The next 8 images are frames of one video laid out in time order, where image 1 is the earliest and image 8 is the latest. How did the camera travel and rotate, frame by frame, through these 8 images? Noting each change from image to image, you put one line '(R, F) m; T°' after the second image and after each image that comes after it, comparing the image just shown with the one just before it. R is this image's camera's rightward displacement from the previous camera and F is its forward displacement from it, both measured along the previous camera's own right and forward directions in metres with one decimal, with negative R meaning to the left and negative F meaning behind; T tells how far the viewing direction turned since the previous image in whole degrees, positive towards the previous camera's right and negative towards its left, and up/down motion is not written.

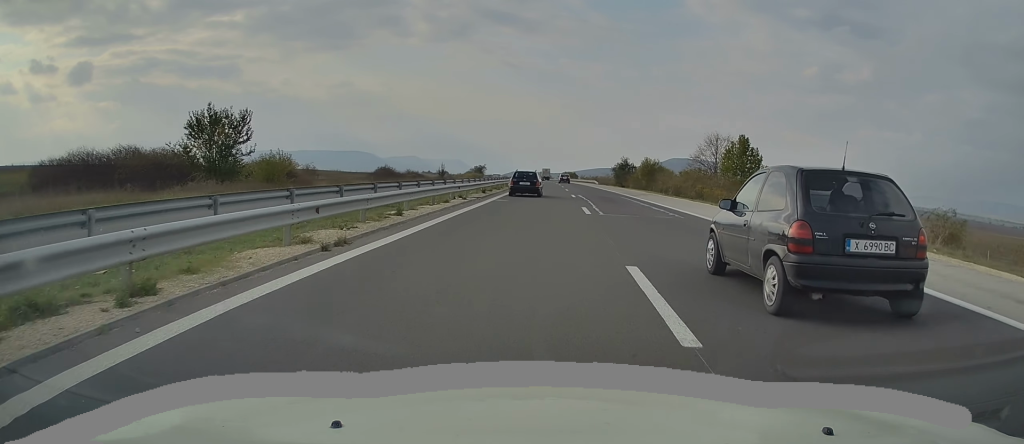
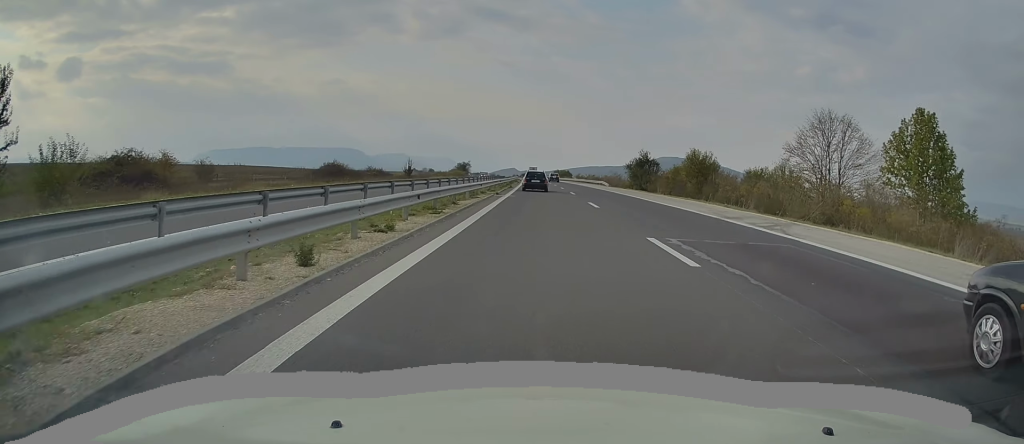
(0.0, +27.2) m; +1°
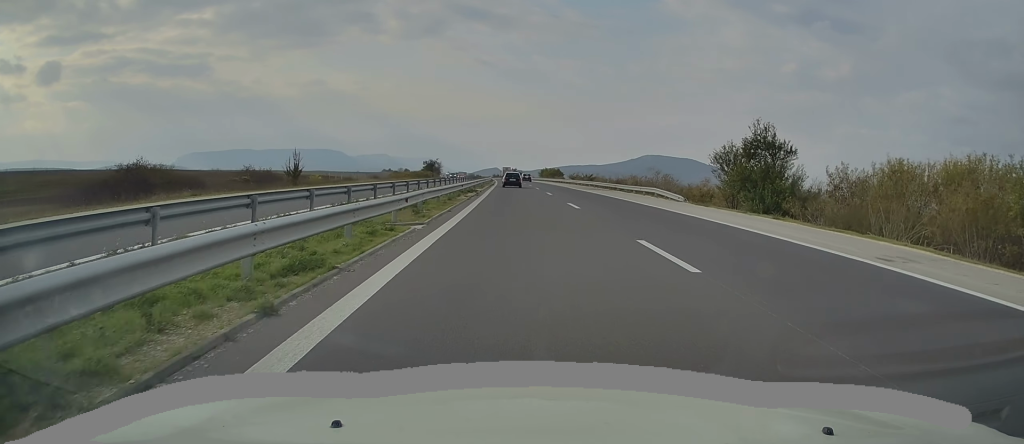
(+0.5, +47.7) m; +1°
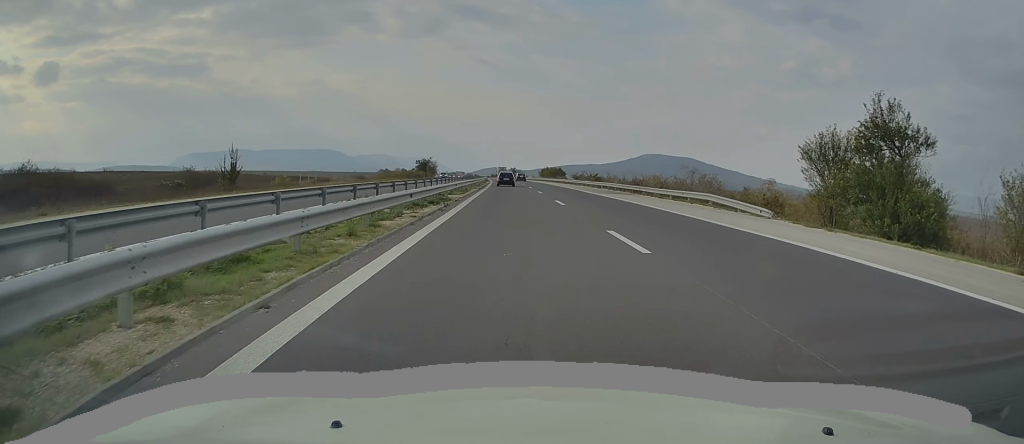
(+0.2, +13.9) m; 0°
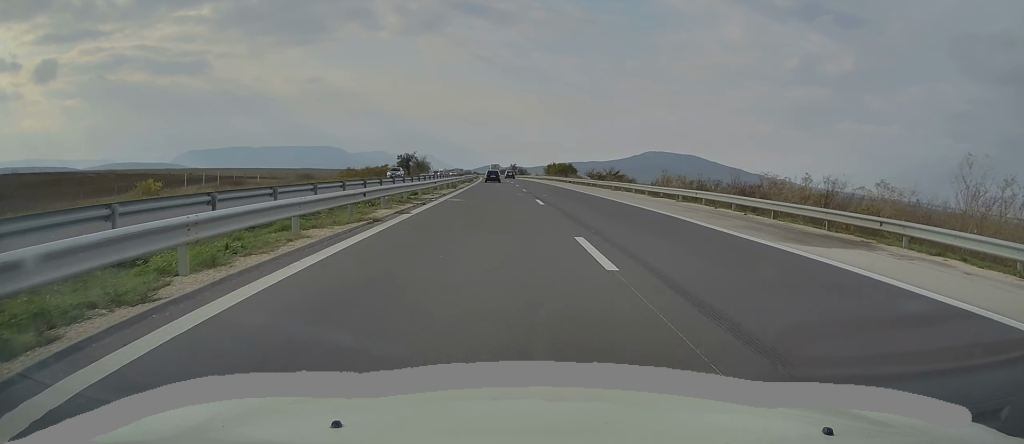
(+0.2, +33.6) m; 0°
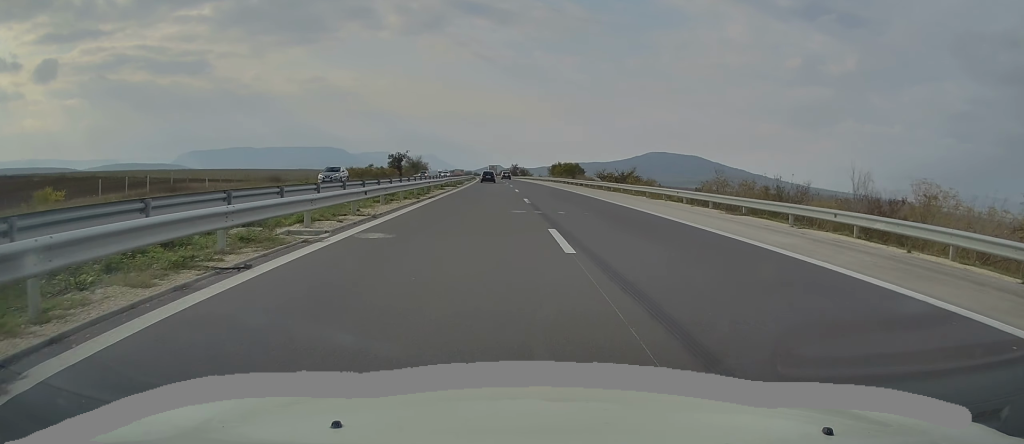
(0.0, +14.2) m; 0°
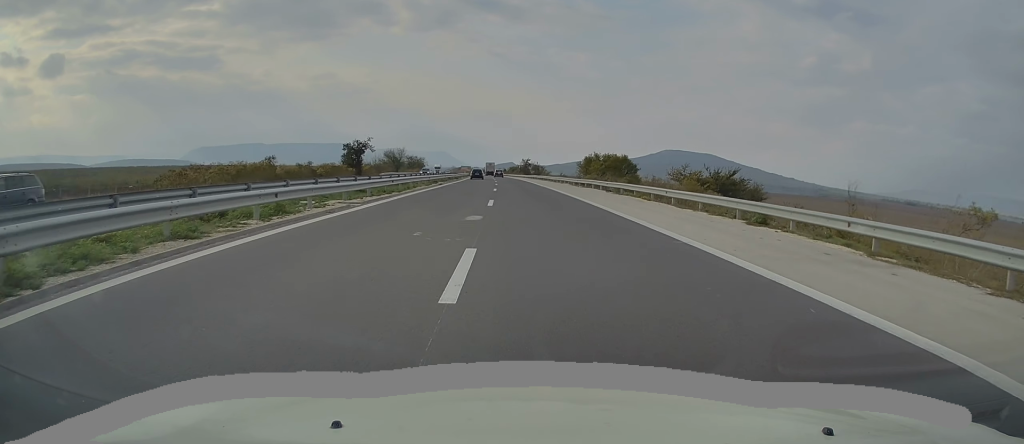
(-0.8, +50.8) m; -2°
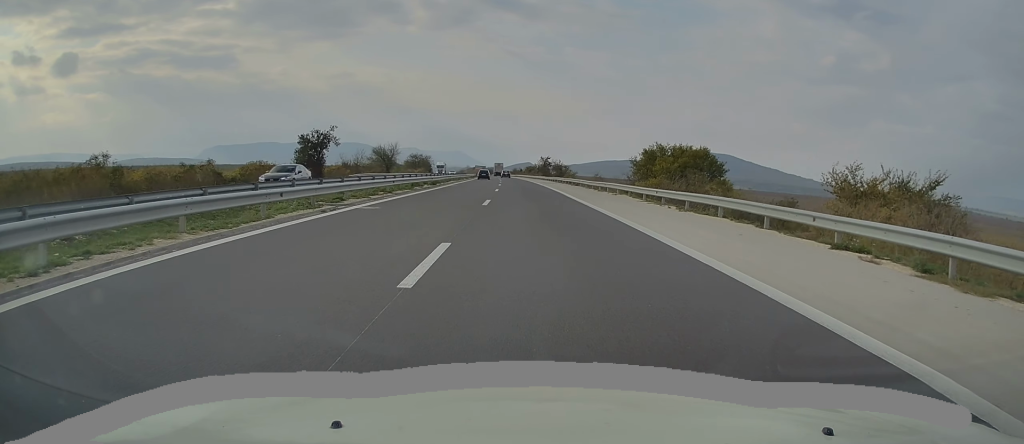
(-0.1, +30.8) m; -1°
